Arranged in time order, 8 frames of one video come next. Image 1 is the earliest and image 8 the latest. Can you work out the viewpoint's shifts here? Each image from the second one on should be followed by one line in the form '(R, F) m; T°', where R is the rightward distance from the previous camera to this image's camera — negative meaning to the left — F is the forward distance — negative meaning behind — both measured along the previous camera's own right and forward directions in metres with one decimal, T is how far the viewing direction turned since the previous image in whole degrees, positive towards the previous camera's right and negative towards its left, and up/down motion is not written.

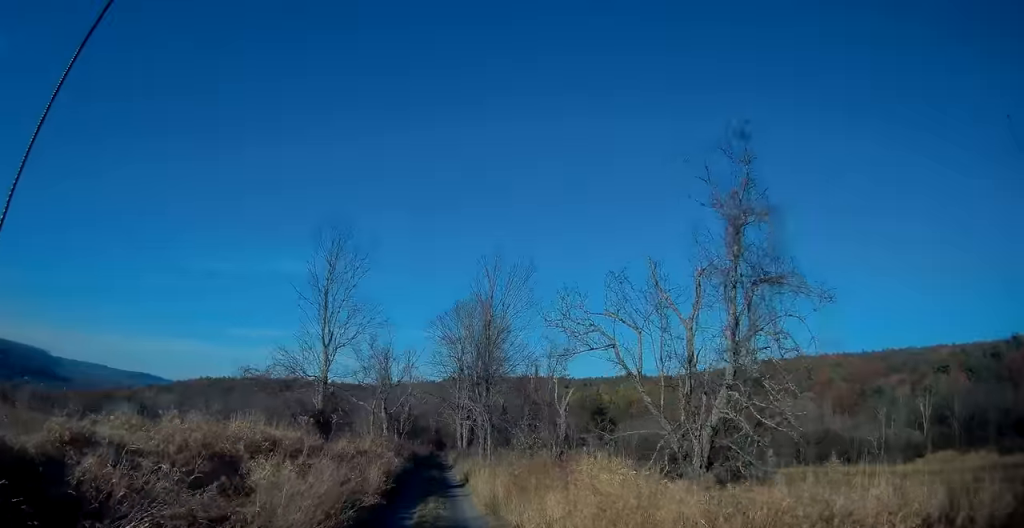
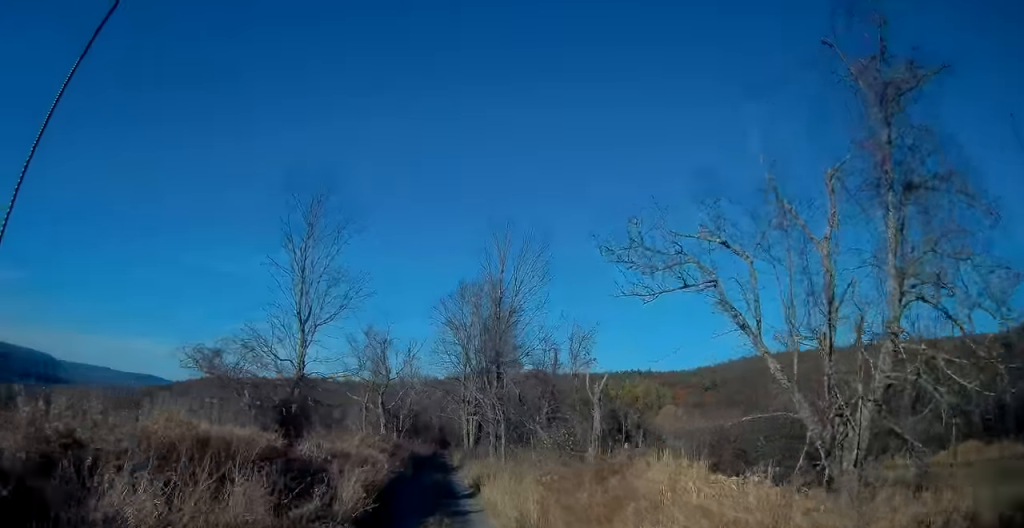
(-0.1, +4.7) m; -2°
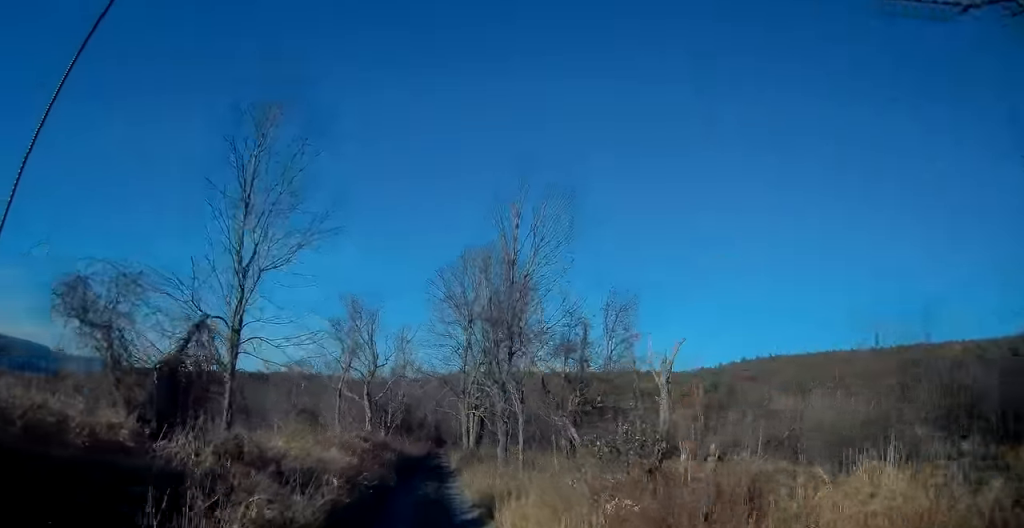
(0.0, +6.2) m; 0°
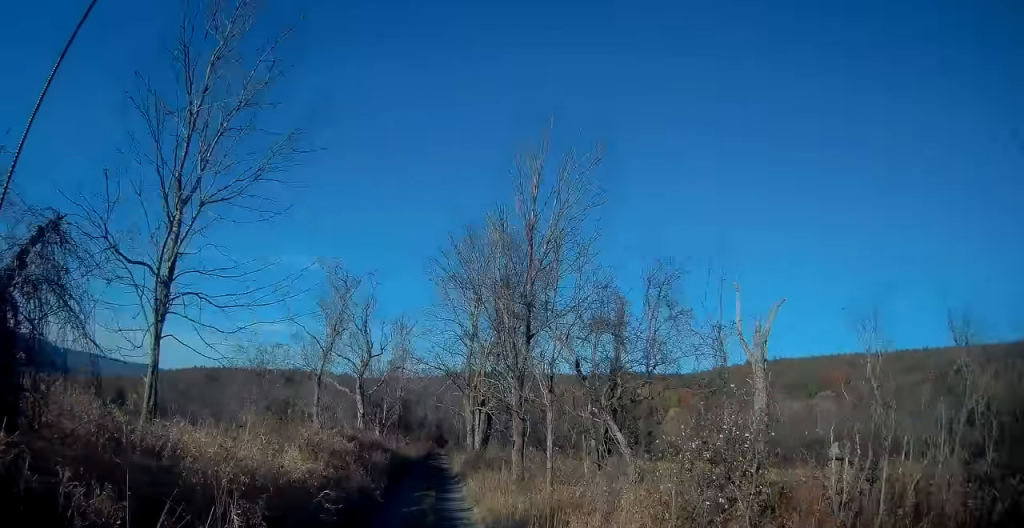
(0.0, +4.0) m; 0°
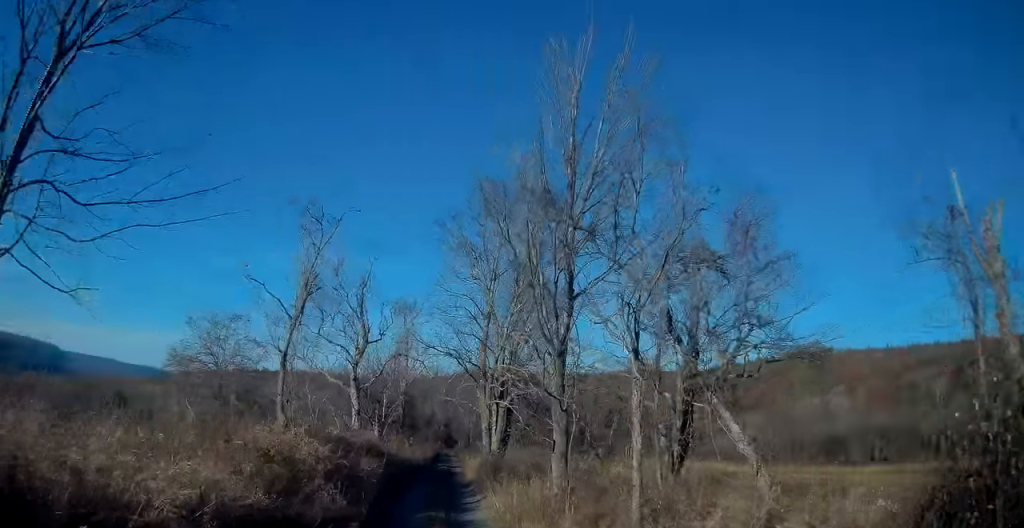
(0.0, +4.9) m; 0°
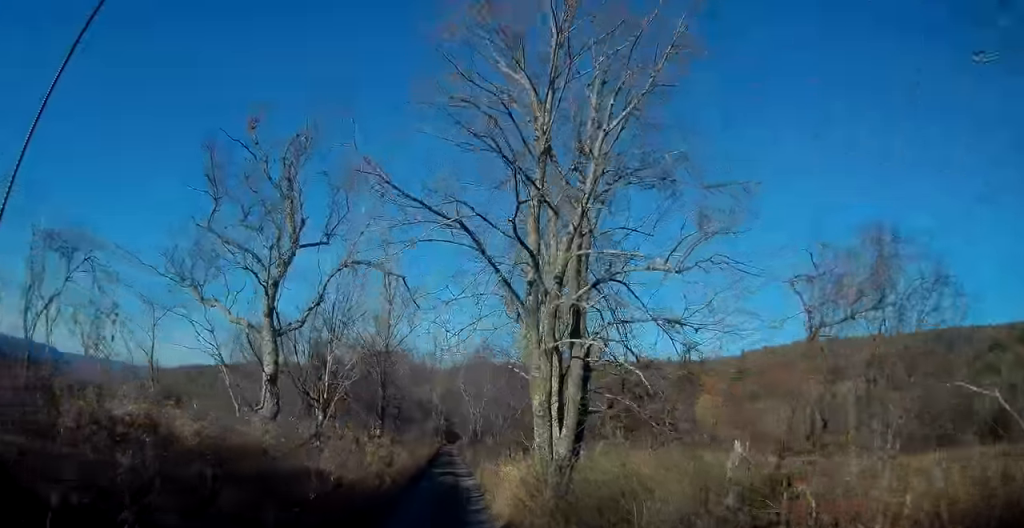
(0.0, +13.5) m; 0°
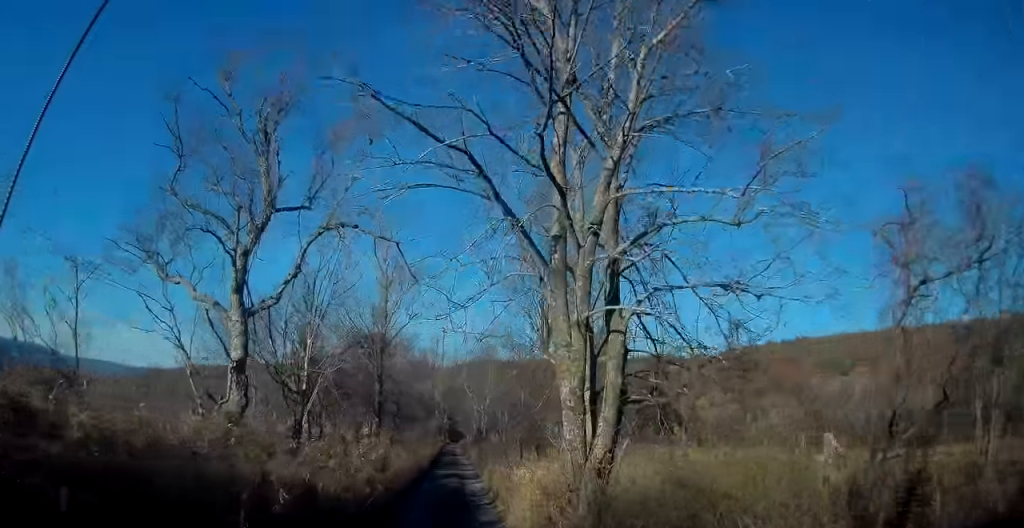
(0.0, +2.4) m; 0°
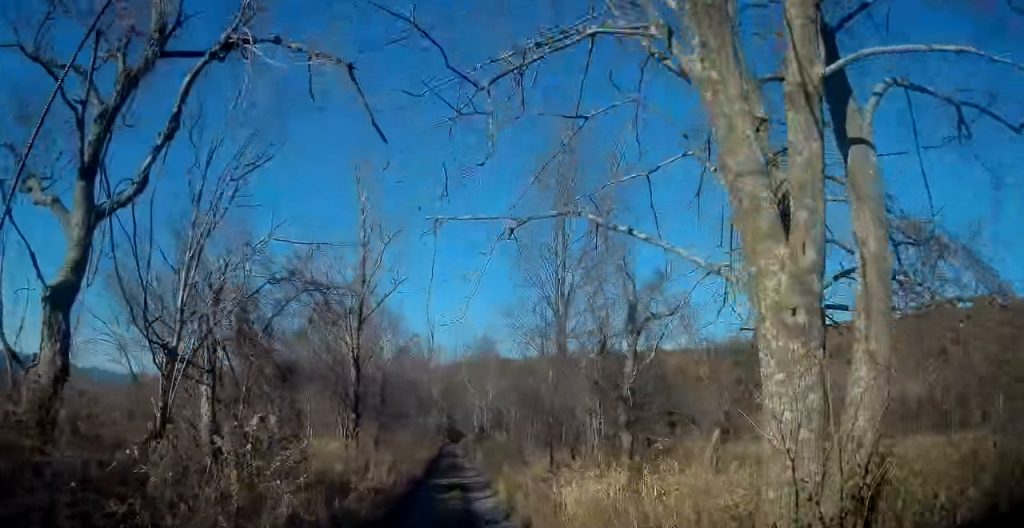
(0.0, +5.9) m; 0°
